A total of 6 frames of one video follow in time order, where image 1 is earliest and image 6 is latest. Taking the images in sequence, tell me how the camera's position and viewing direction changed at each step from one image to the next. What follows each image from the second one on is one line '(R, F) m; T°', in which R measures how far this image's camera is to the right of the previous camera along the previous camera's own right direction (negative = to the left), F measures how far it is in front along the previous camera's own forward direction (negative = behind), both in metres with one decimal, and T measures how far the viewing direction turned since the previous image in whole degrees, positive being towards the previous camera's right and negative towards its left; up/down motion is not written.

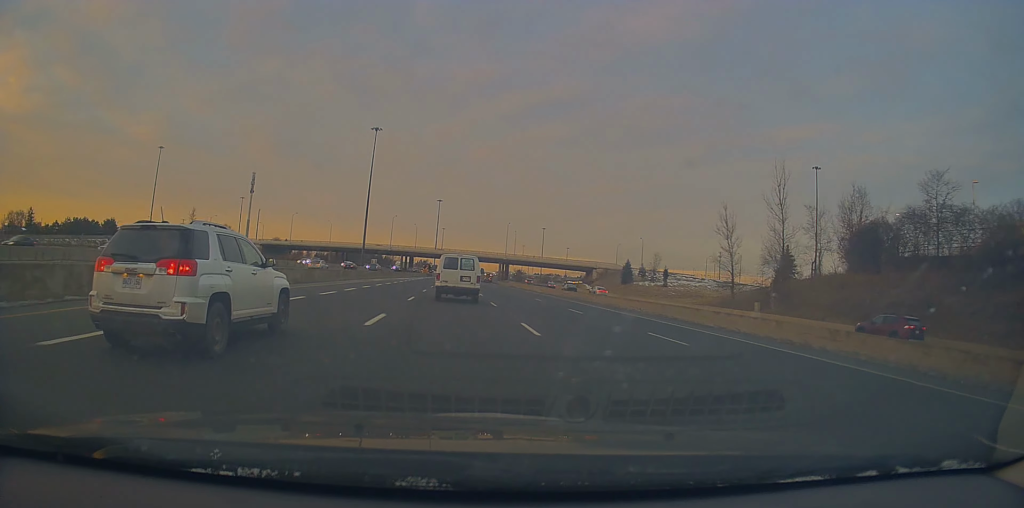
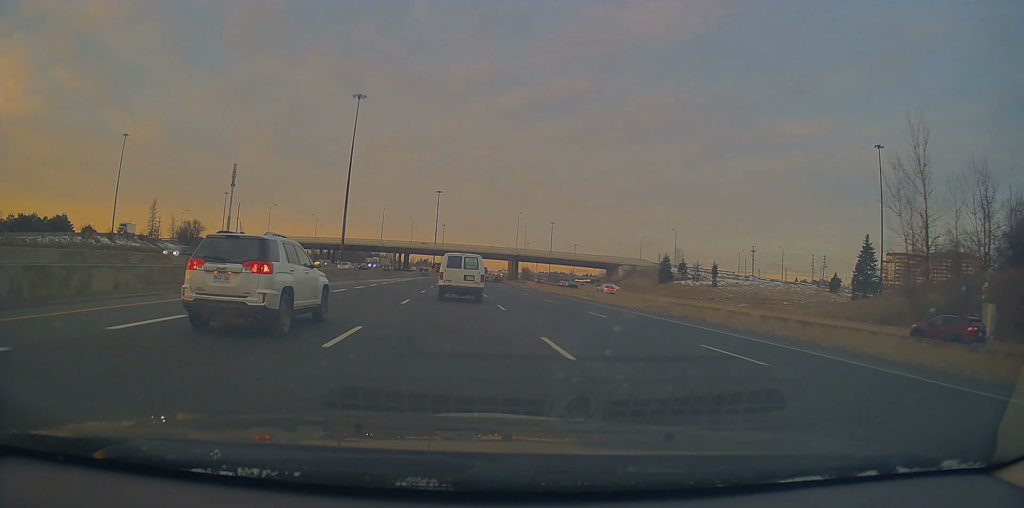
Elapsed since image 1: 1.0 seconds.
(+0.1, +27.5) m; 0°
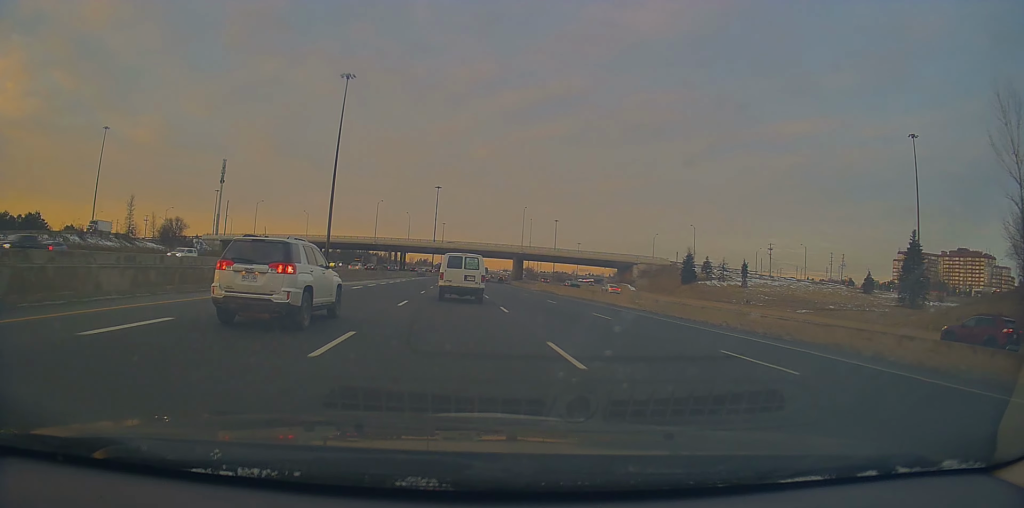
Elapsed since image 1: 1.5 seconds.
(+0.1, +12.9) m; 0°
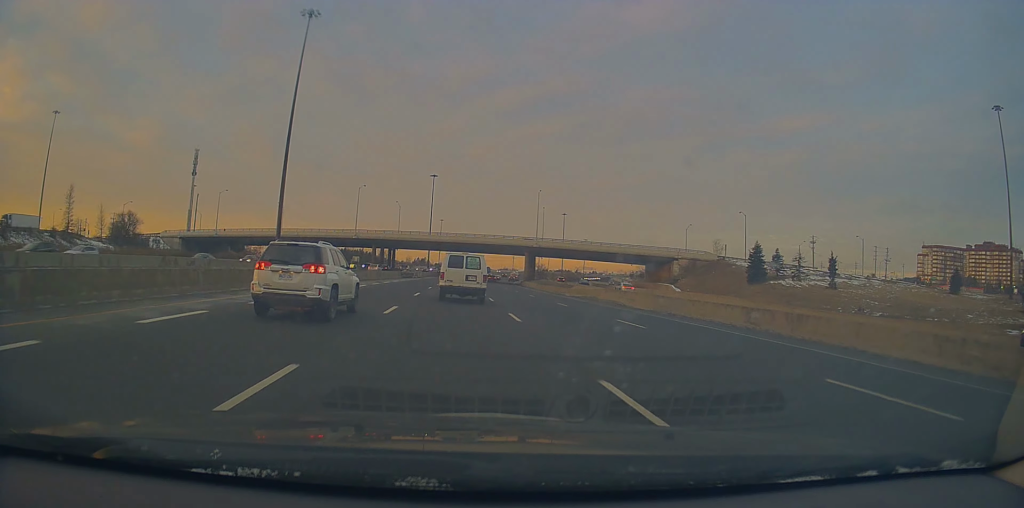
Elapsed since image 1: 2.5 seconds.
(-0.5, +28.0) m; -1°
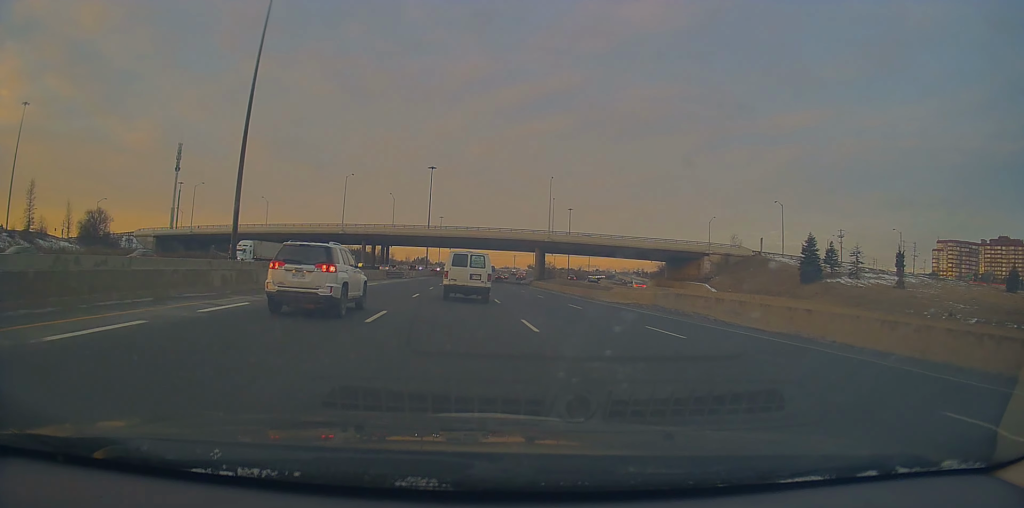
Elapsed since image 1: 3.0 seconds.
(0.0, +15.0) m; 0°
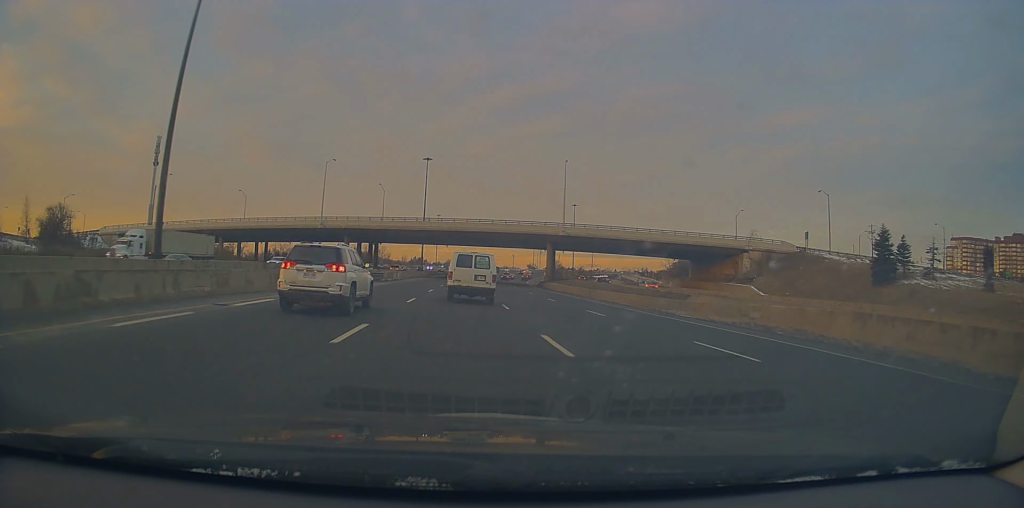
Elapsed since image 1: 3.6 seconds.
(+0.2, +16.0) m; 0°
